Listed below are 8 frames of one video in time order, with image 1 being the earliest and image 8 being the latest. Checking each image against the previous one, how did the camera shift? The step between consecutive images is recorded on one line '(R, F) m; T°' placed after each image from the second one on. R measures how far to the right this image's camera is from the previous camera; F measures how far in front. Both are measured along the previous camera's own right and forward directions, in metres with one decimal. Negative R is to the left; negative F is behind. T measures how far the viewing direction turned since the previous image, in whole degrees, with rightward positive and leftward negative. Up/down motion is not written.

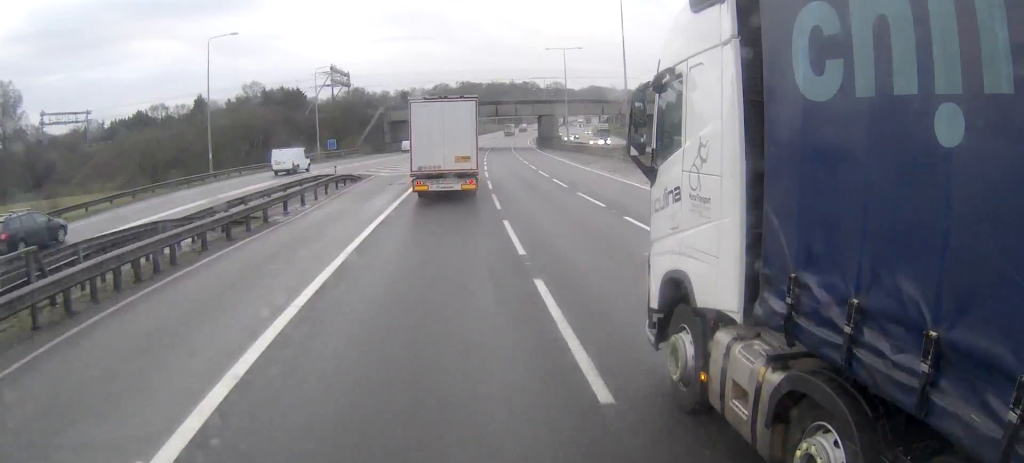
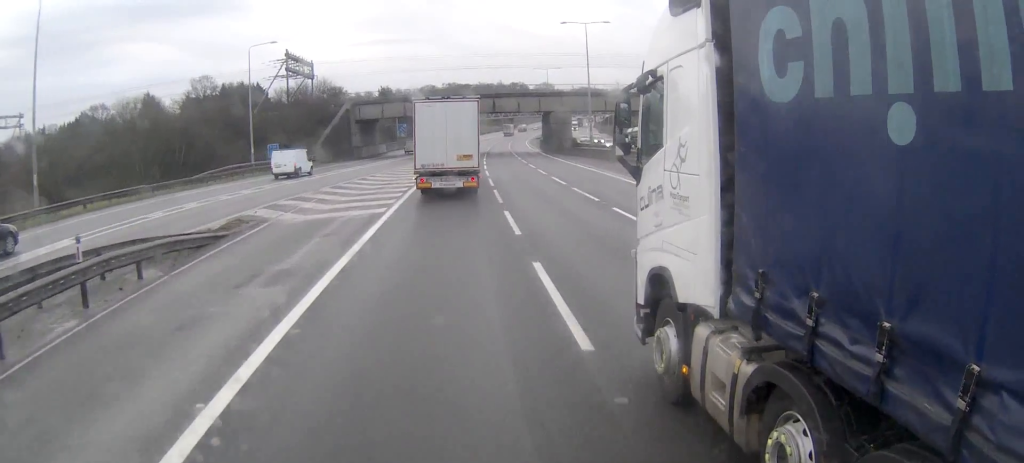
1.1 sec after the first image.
(+0.3, +26.1) m; +1°
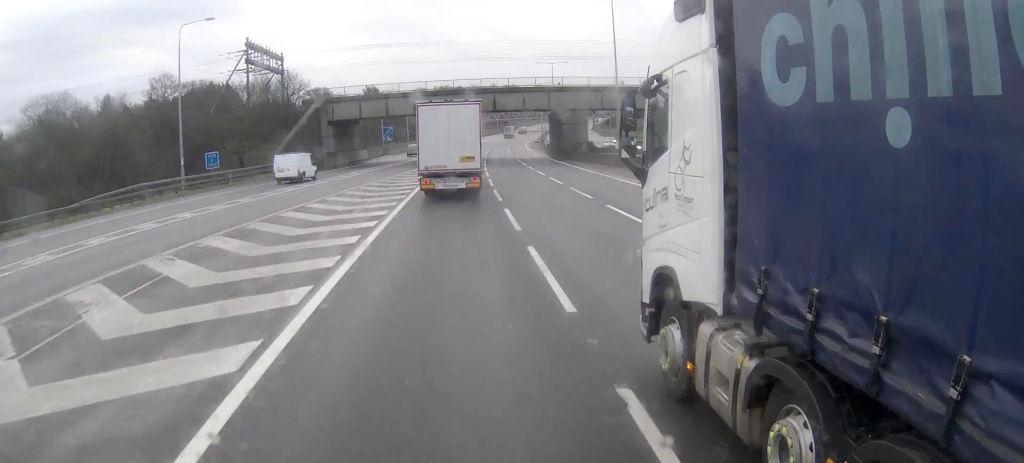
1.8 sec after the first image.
(+0.1, +16.6) m; +1°
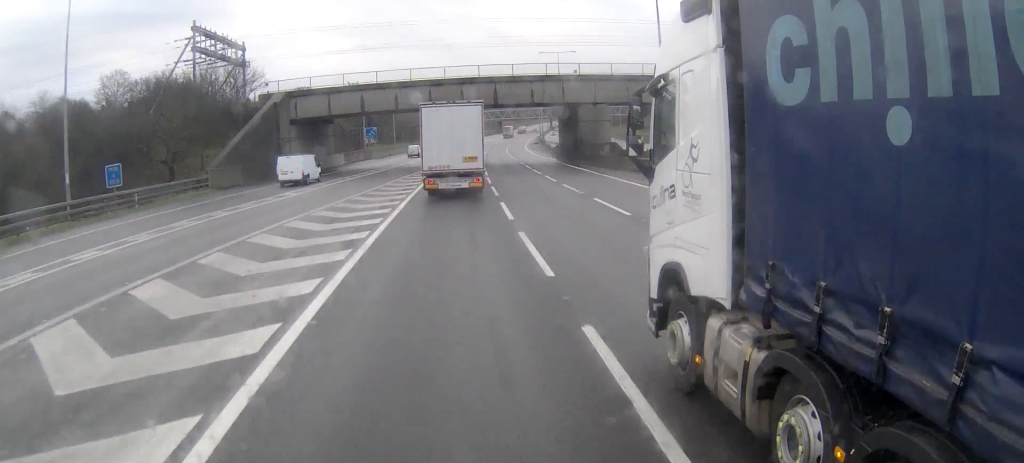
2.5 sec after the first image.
(+0.1, +15.7) m; +1°
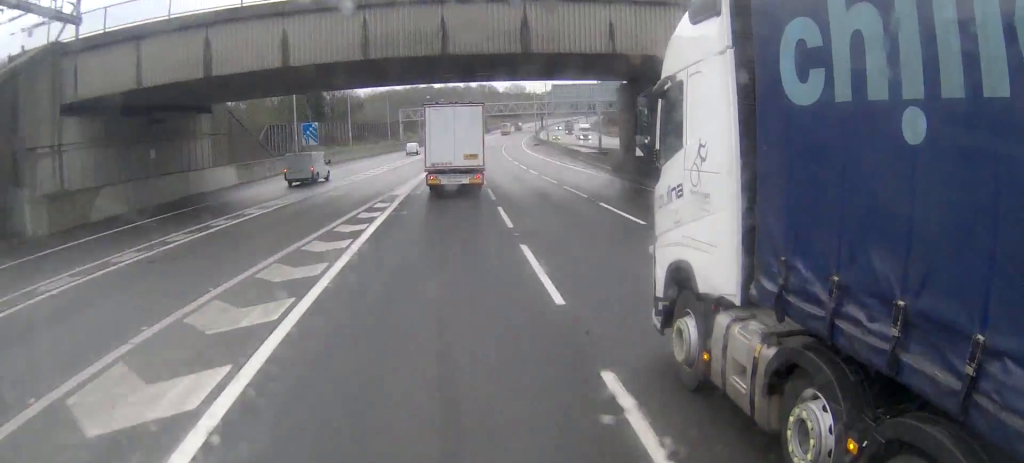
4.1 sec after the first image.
(+0.4, +38.3) m; +1°
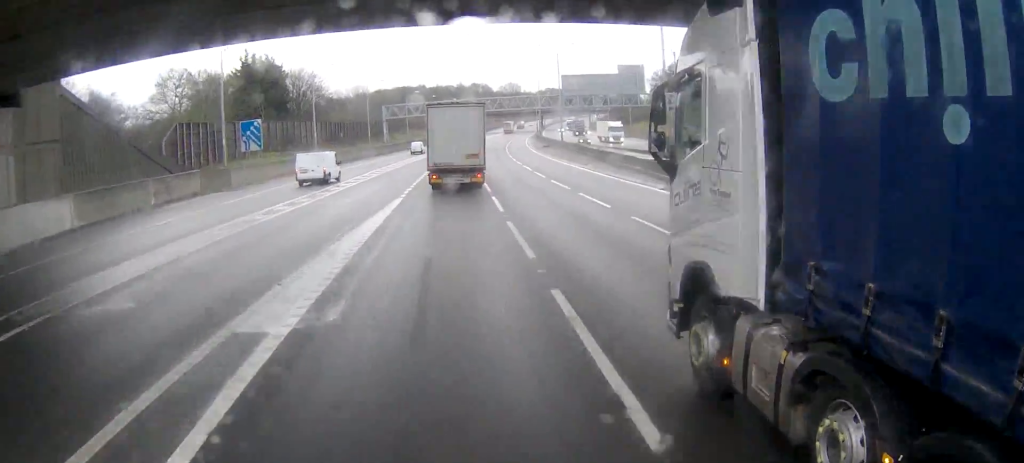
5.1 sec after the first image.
(0.0, +22.6) m; 0°
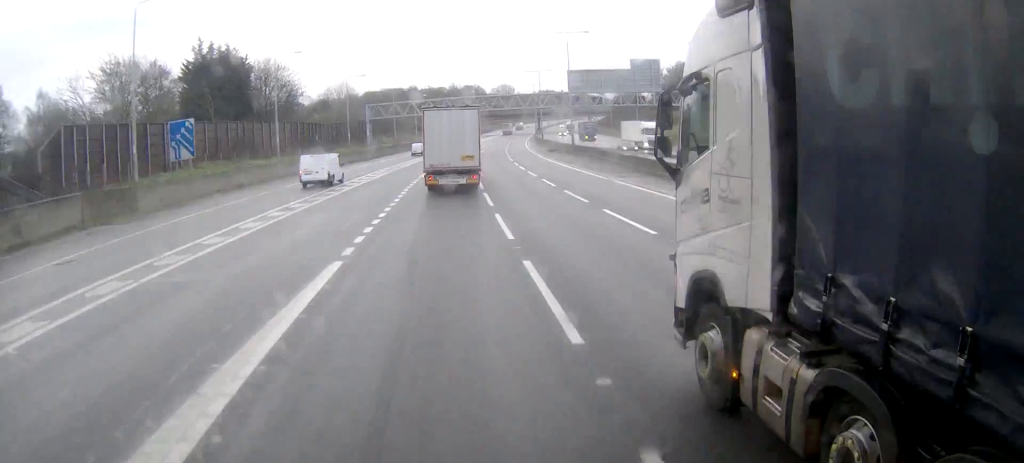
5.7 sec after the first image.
(0.0, +14.8) m; +1°
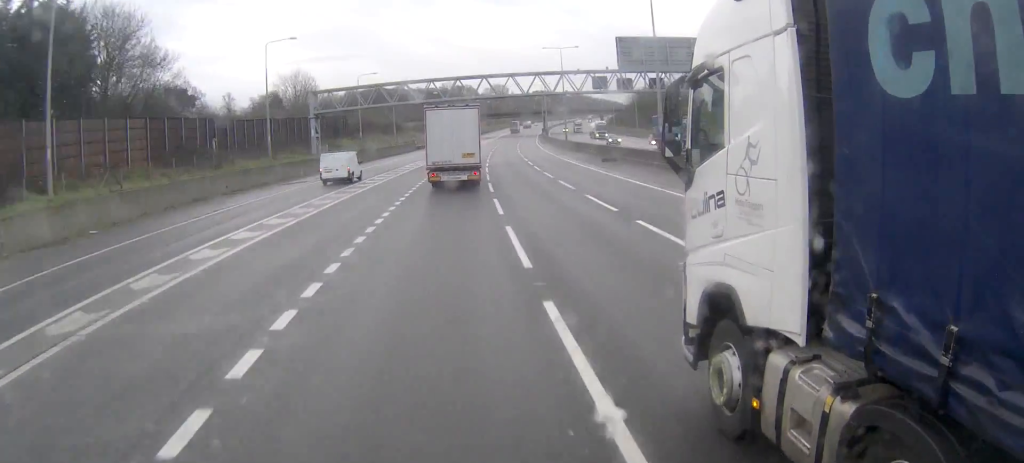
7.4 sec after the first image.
(+0.8, +39.5) m; +3°
